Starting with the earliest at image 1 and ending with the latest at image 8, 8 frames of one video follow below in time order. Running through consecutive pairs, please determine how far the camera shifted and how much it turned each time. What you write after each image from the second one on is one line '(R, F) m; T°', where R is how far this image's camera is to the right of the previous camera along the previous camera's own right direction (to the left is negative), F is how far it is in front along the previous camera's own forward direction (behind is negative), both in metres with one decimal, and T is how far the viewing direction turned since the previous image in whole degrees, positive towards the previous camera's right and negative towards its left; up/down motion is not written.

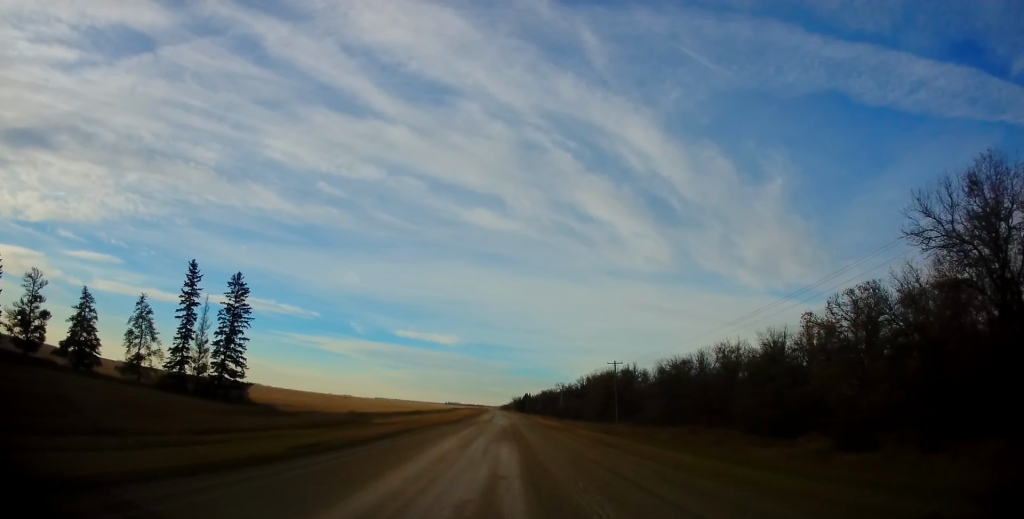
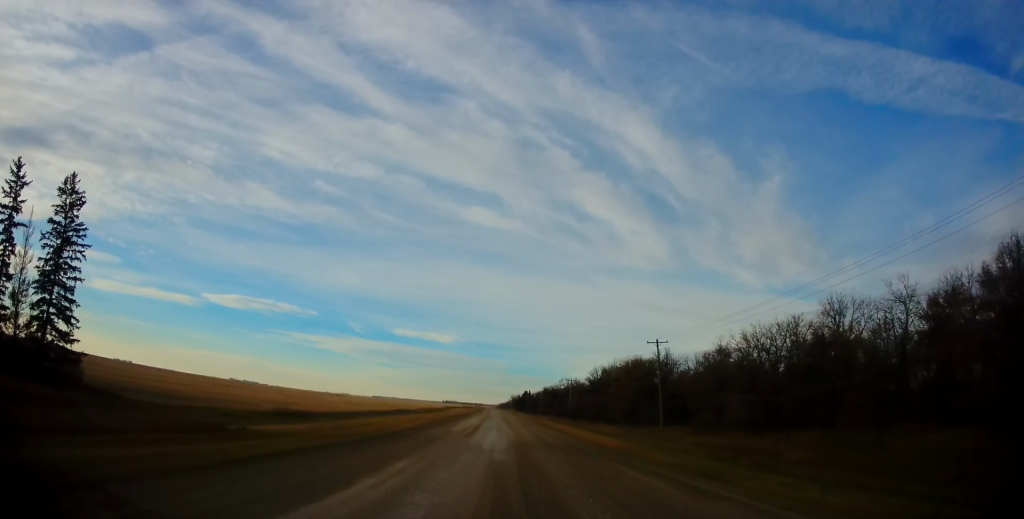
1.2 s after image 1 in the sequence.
(0.0, +26.6) m; 0°
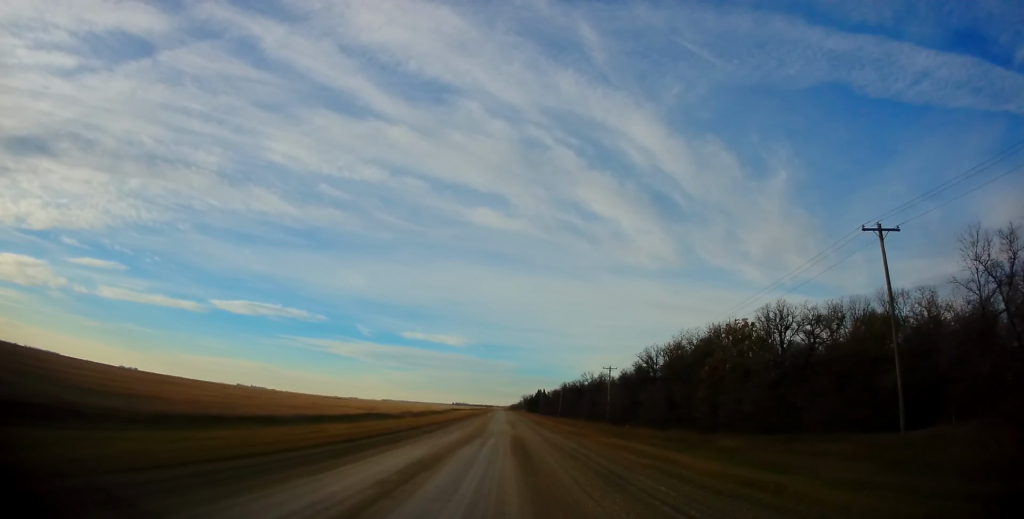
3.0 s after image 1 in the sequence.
(-0.1, +39.1) m; 0°
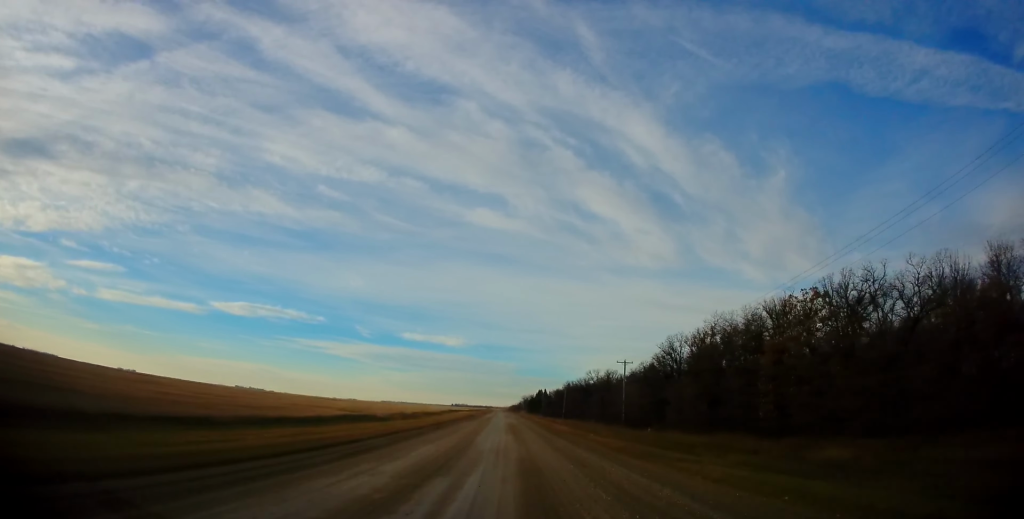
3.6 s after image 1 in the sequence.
(0.0, +12.8) m; 0°
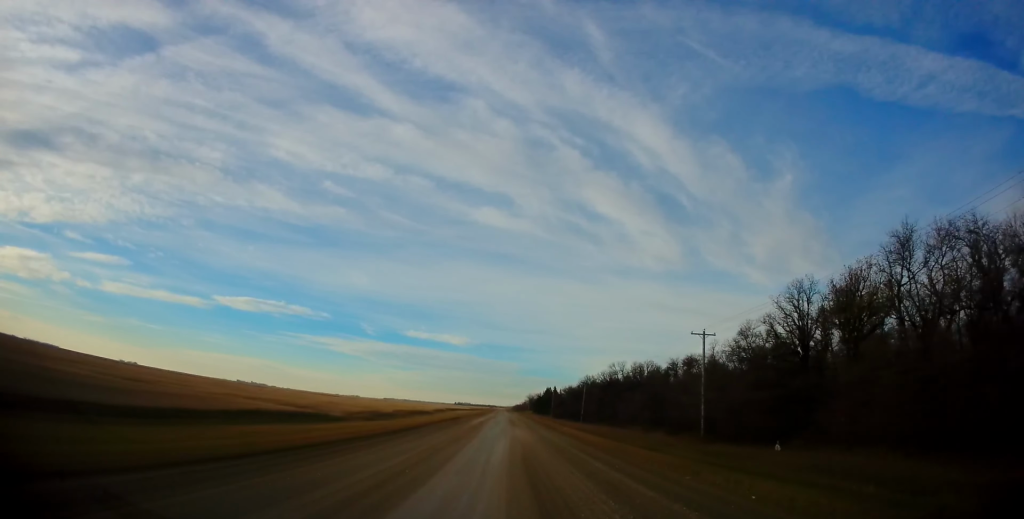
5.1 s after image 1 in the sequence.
(-0.1, +31.6) m; -1°
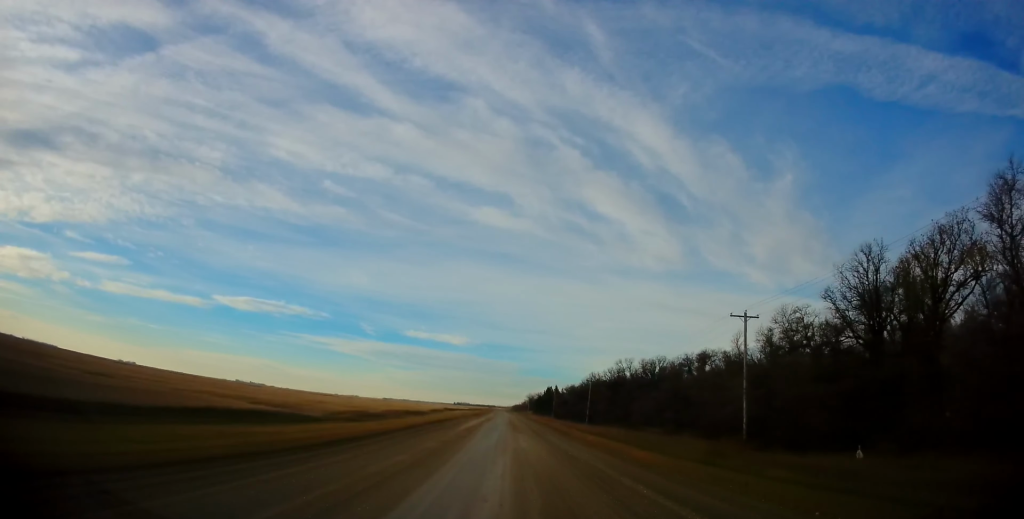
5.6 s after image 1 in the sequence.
(-0.1, +9.0) m; 0°
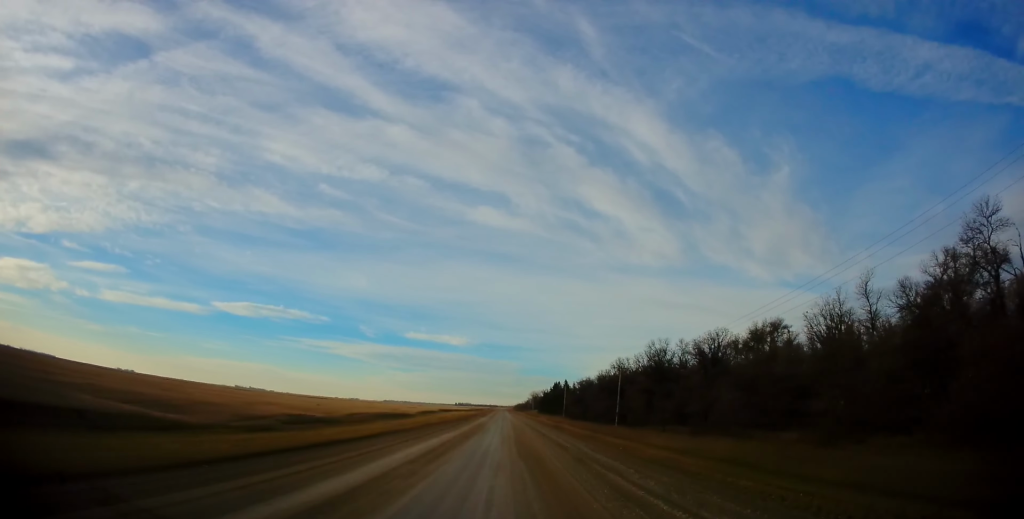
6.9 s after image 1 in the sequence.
(+0.1, +26.3) m; 0°
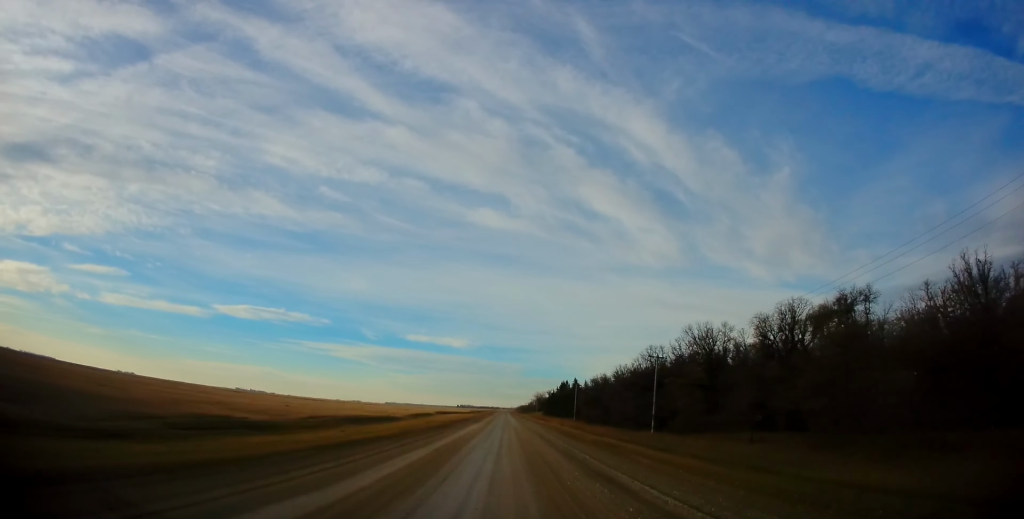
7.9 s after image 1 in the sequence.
(0.0, +18.1) m; -1°
